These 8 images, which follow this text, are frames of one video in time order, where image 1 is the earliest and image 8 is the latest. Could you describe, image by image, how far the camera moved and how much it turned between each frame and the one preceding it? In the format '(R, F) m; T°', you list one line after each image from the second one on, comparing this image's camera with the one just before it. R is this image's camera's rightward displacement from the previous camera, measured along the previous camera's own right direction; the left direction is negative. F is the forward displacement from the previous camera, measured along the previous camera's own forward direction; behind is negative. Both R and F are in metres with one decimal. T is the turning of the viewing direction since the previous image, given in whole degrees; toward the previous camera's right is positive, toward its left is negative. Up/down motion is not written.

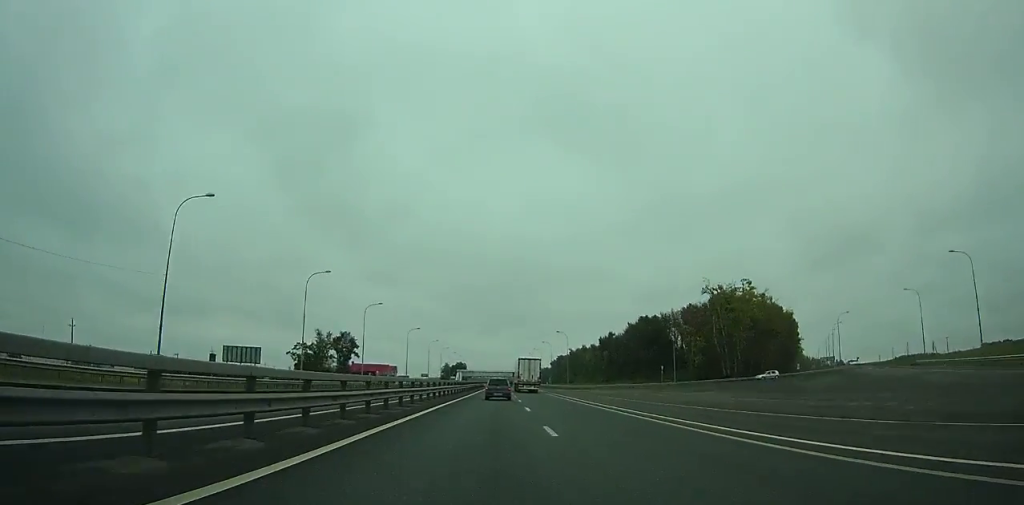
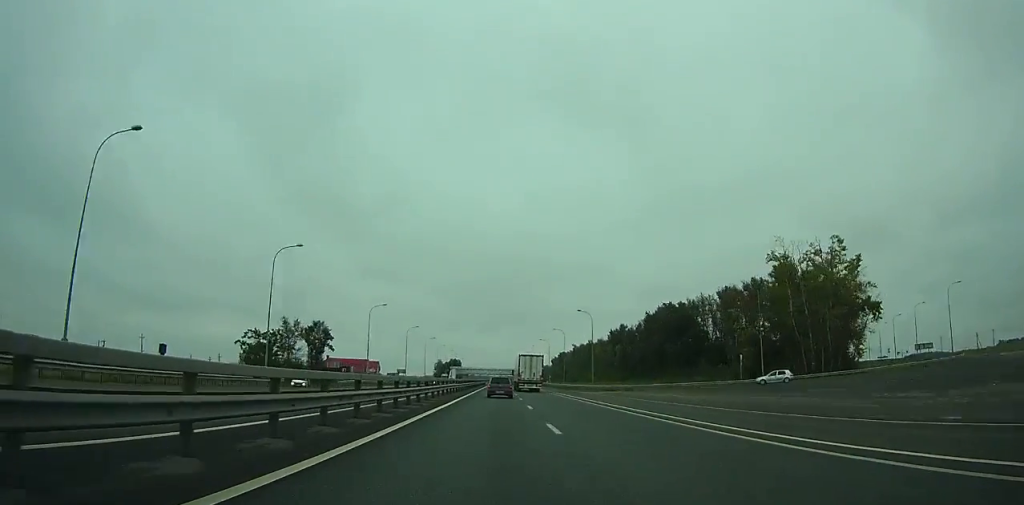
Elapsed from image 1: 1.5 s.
(0.0, +35.7) m; 0°
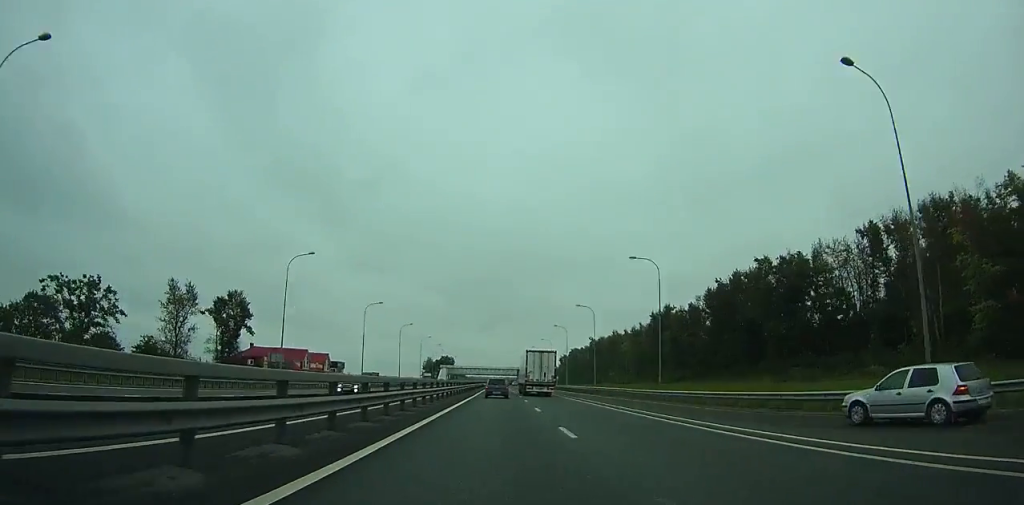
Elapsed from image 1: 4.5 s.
(-0.1, +72.3) m; 0°
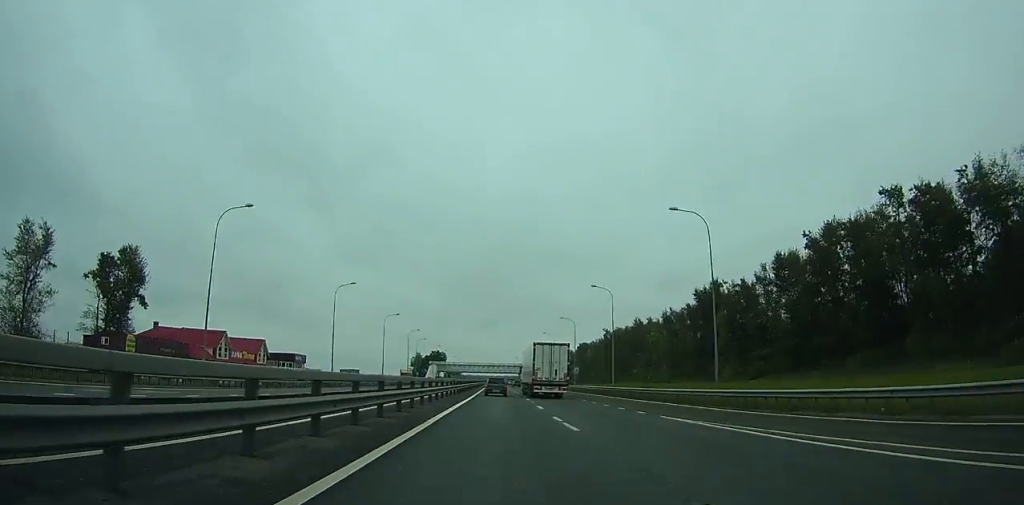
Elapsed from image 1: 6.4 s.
(+0.1, +46.6) m; 0°
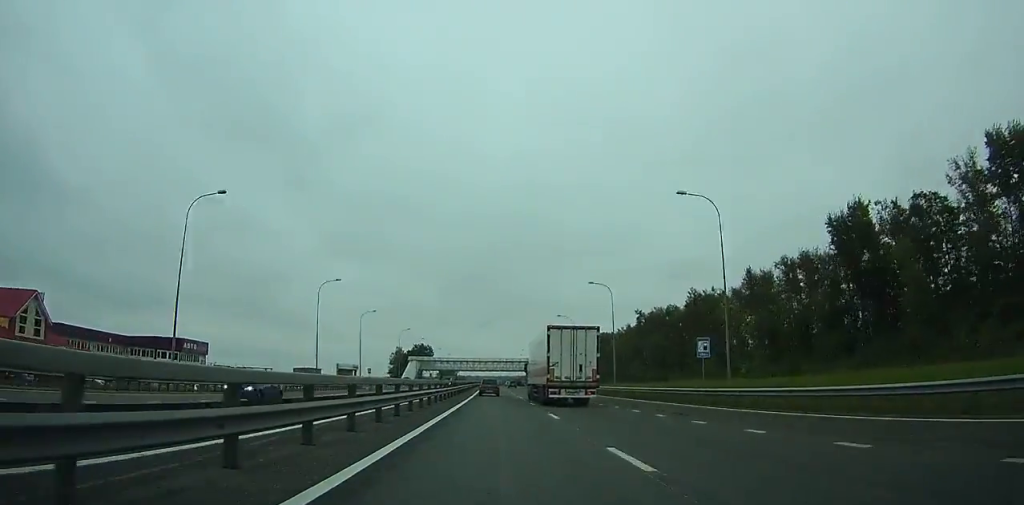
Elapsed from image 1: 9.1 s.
(-0.1, +67.9) m; 0°
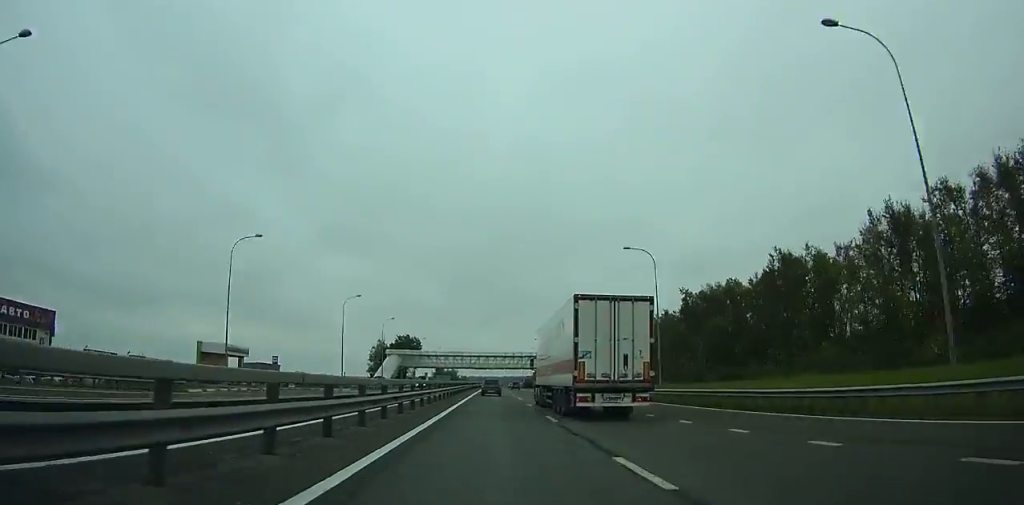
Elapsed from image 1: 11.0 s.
(-0.2, +48.8) m; 0°
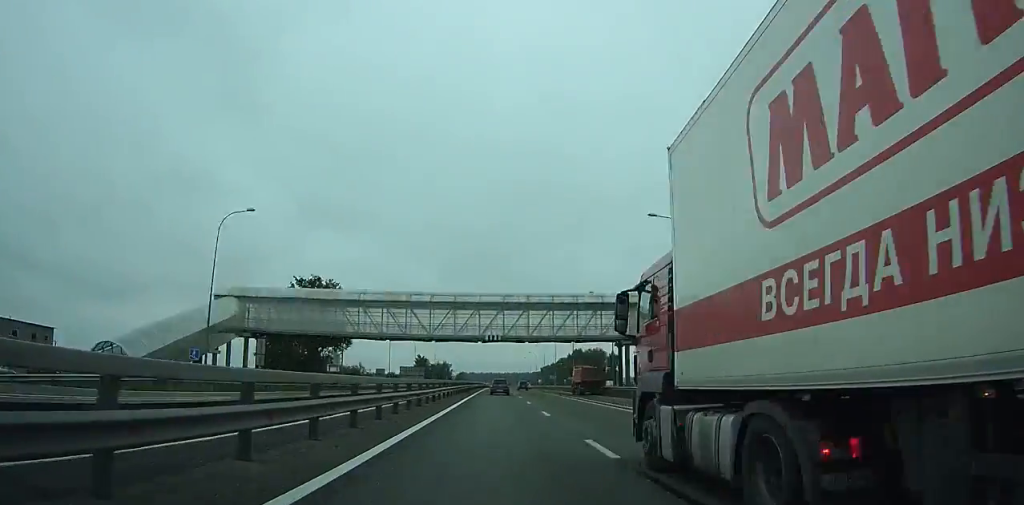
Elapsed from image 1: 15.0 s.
(-0.3, +105.1) m; 0°
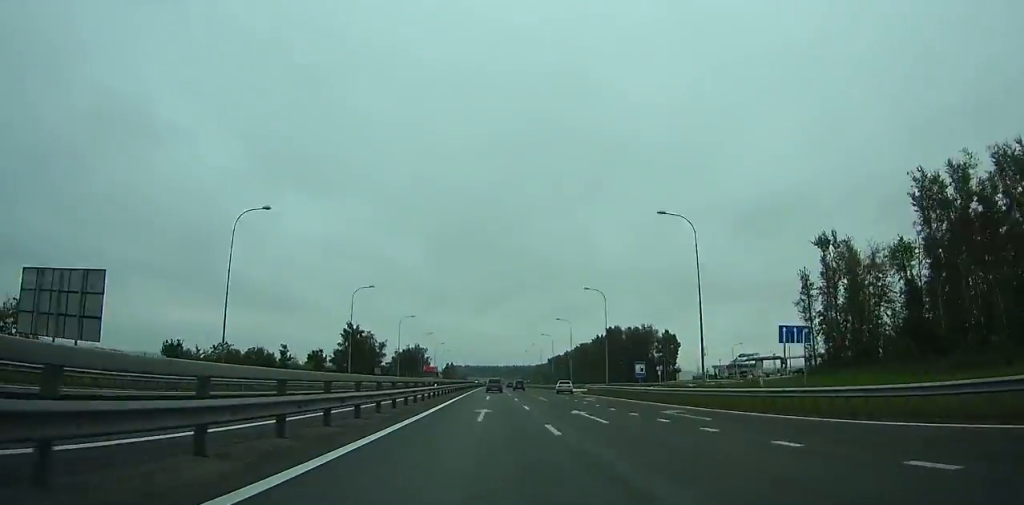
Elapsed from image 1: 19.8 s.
(+0.2, +129.1) m; 0°
